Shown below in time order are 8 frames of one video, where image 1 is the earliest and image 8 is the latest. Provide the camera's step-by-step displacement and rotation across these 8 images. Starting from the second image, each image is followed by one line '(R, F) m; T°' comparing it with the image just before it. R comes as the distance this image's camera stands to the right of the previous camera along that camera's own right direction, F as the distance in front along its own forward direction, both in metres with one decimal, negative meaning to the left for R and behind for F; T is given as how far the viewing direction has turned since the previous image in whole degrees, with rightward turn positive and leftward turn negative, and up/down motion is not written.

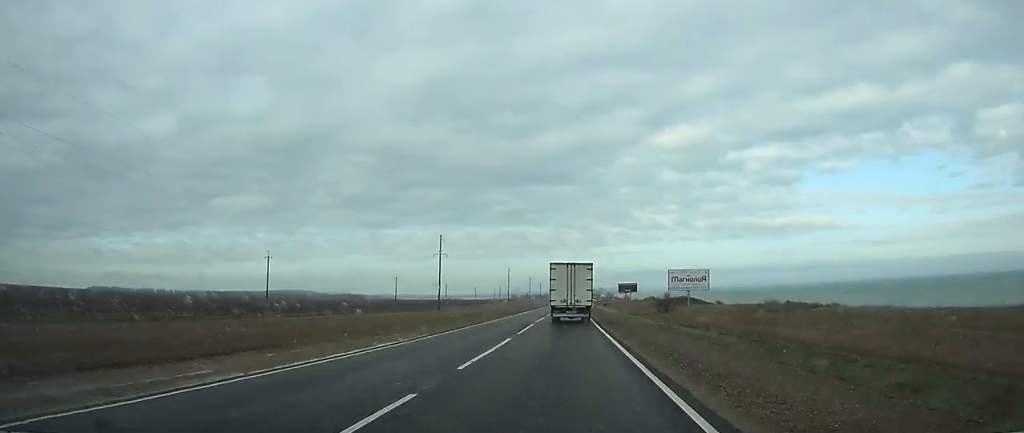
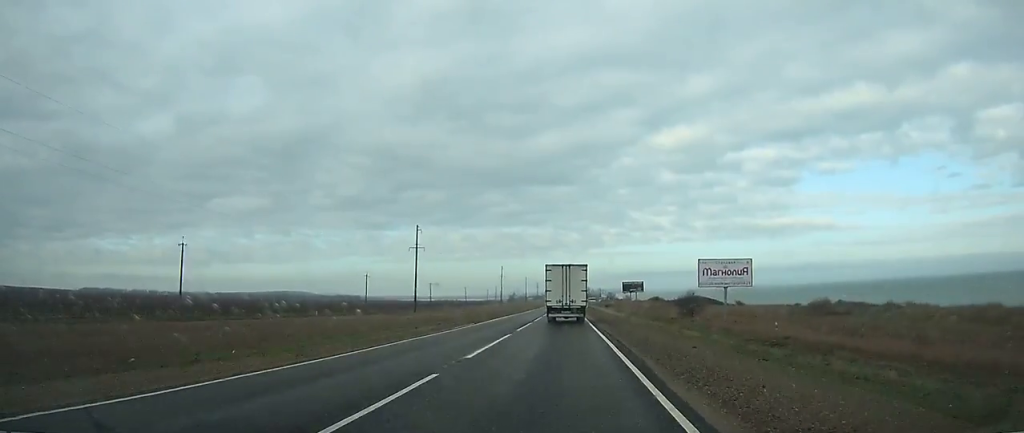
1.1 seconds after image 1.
(-0.1, +22.2) m; 0°
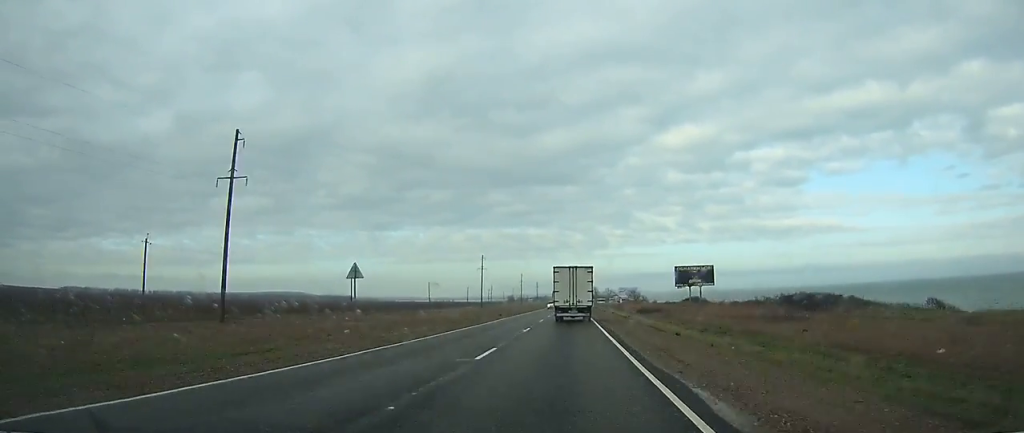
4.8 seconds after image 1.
(-0.4, +78.7) m; 0°
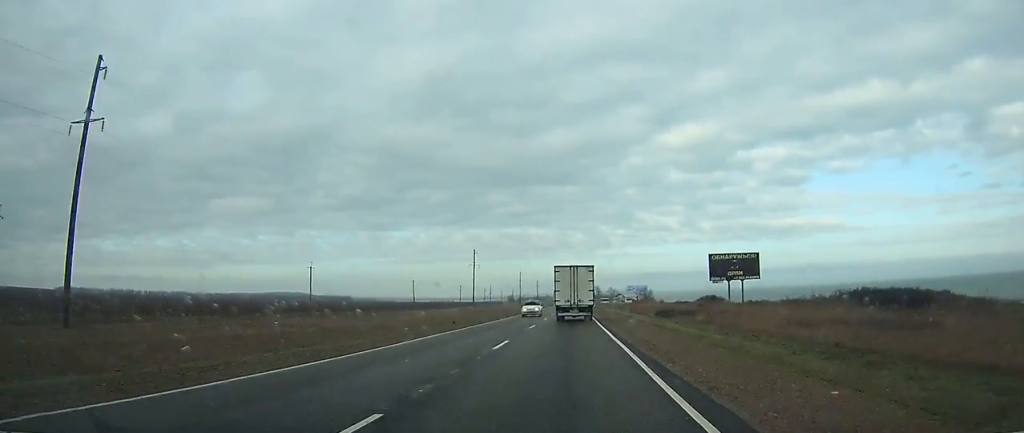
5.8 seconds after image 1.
(+0.1, +21.4) m; 0°
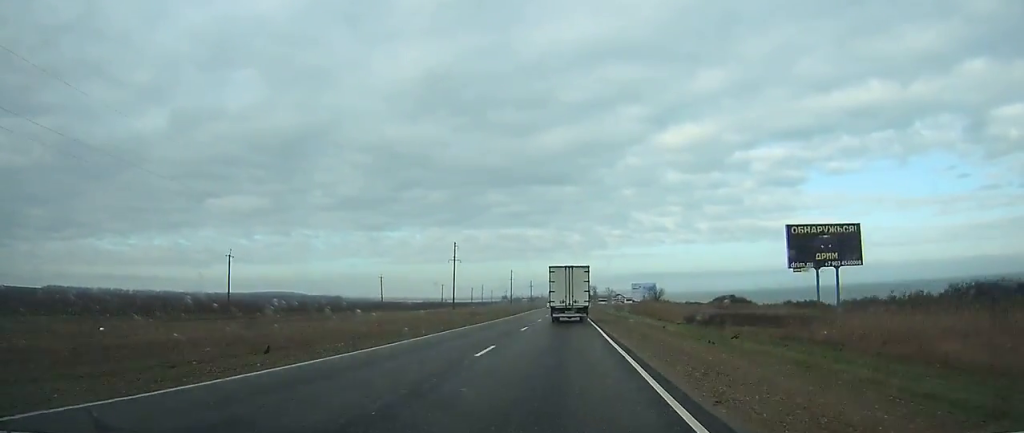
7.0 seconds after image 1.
(0.0, +25.8) m; 0°
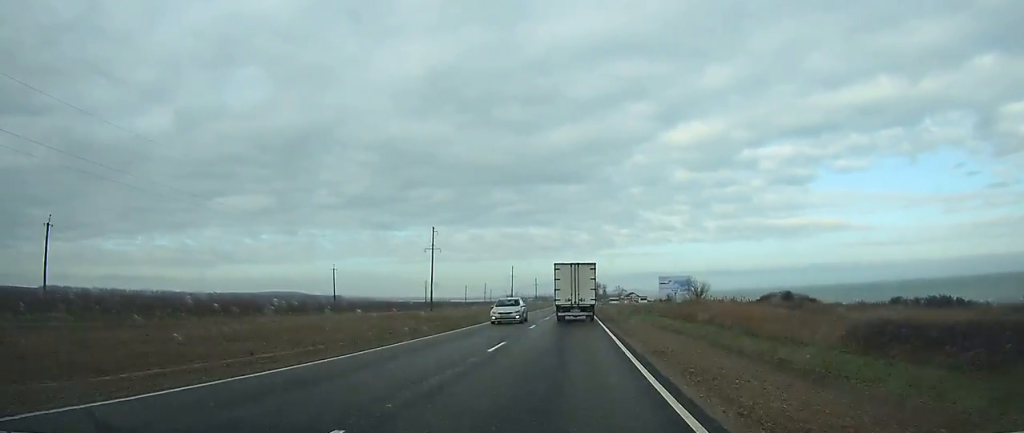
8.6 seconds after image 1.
(-0.1, +34.4) m; 0°
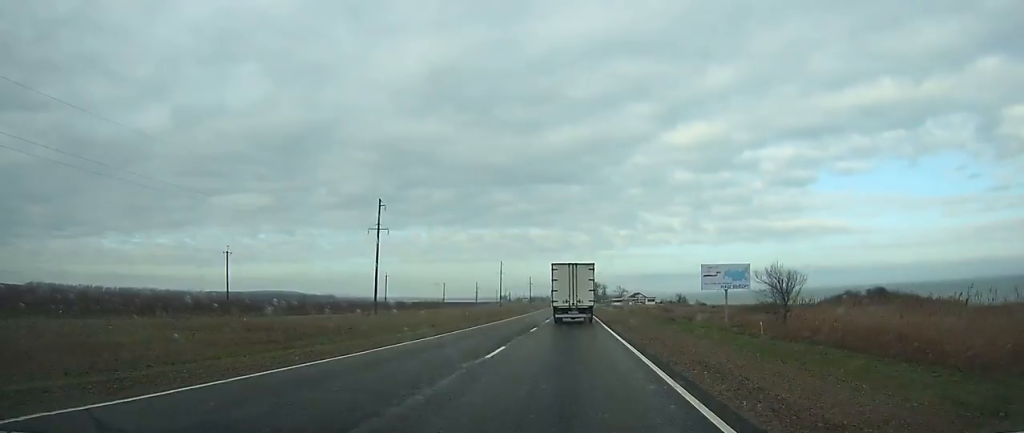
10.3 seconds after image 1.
(-0.1, +37.2) m; 0°
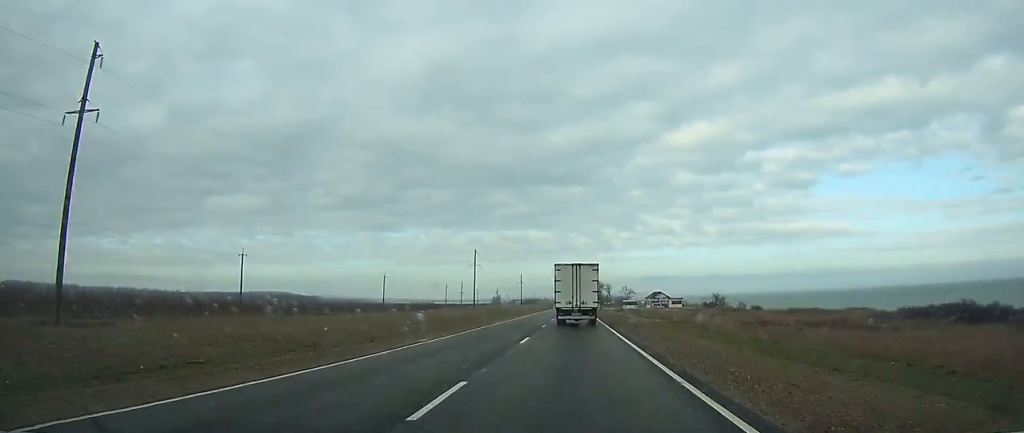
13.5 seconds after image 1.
(+0.2, +67.0) m; 0°
